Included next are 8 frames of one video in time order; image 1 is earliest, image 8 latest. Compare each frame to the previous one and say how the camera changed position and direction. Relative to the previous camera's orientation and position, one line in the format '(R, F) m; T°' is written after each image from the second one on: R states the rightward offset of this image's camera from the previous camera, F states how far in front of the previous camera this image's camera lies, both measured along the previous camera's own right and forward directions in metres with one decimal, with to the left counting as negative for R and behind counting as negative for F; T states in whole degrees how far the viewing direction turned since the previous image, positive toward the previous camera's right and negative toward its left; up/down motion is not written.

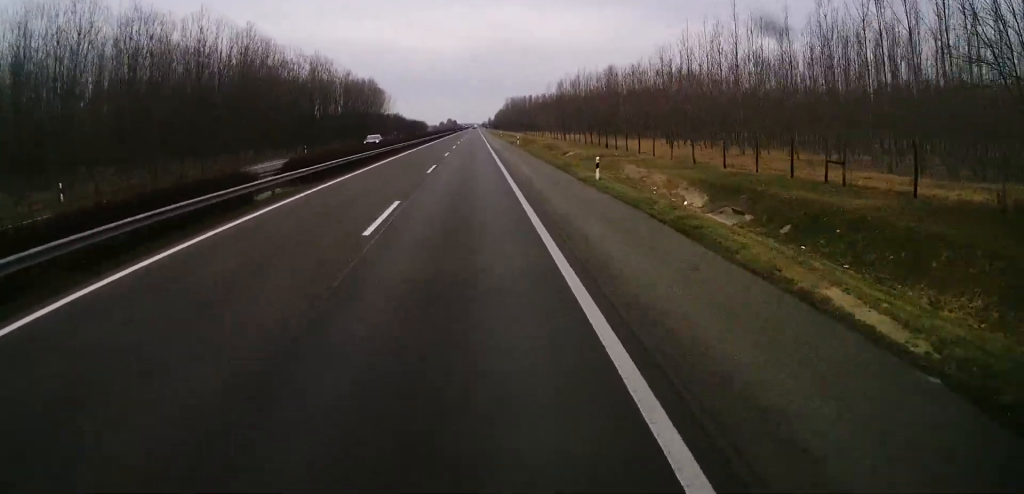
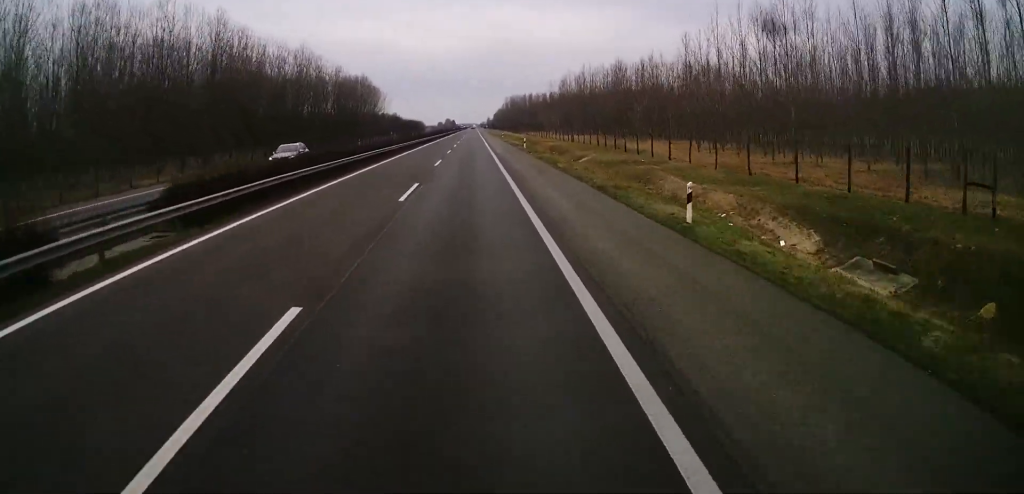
(0.0, +11.6) m; 0°
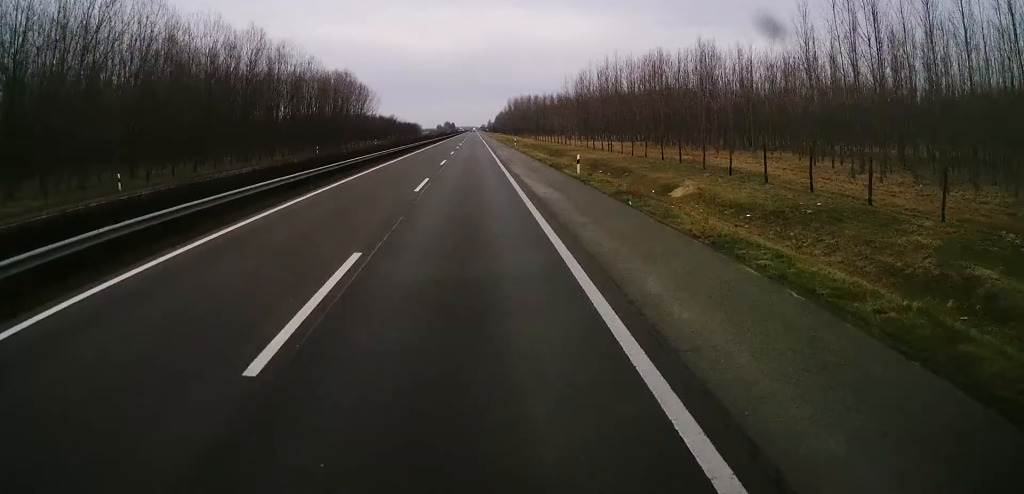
(-0.3, +32.2) m; 0°
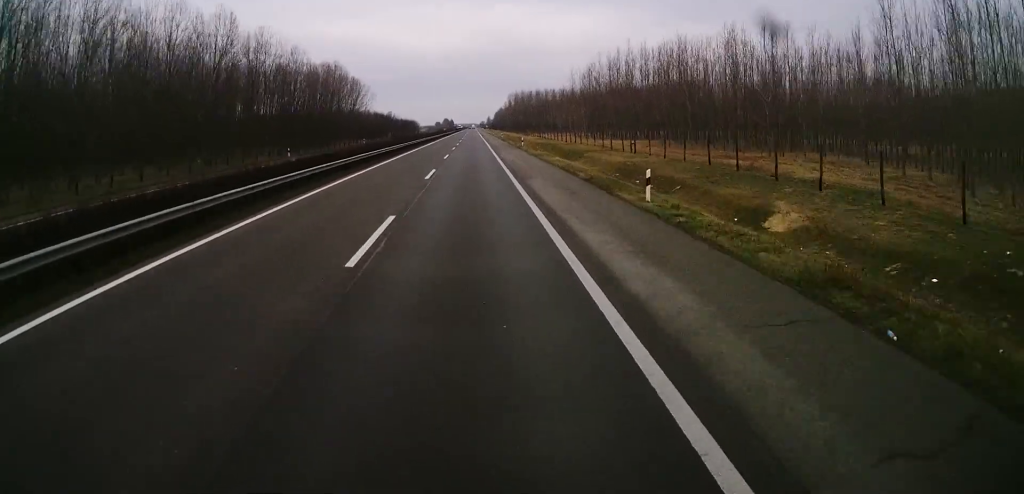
(+0.3, +13.0) m; 0°
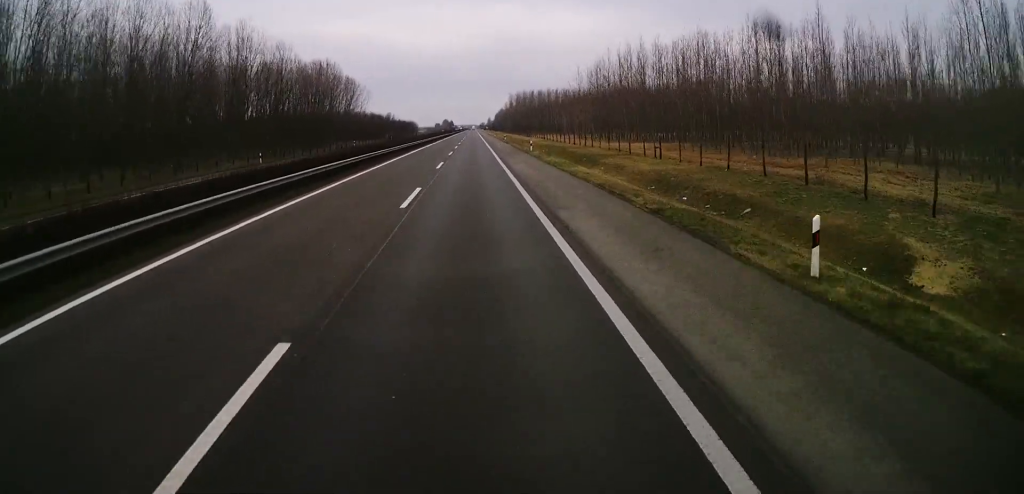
(+0.2, +9.9) m; 0°
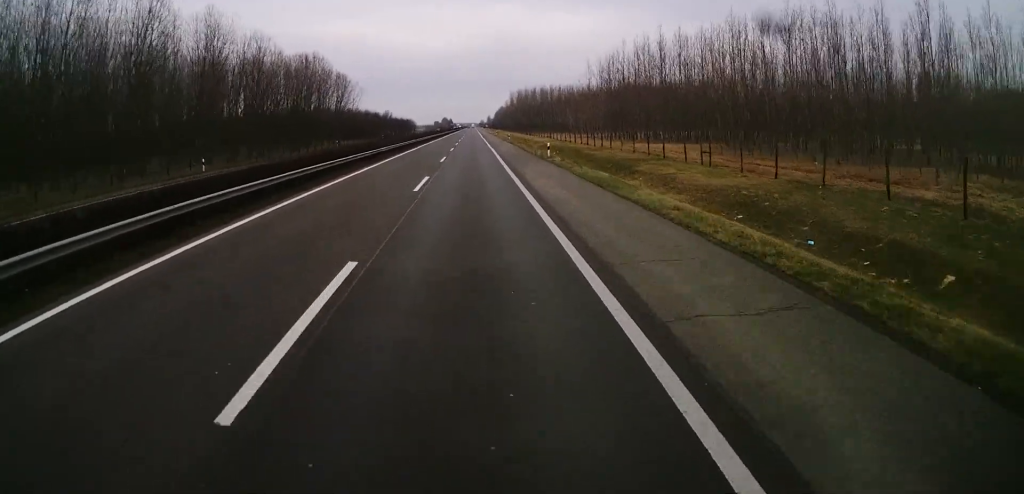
(-0.1, +13.7) m; -1°
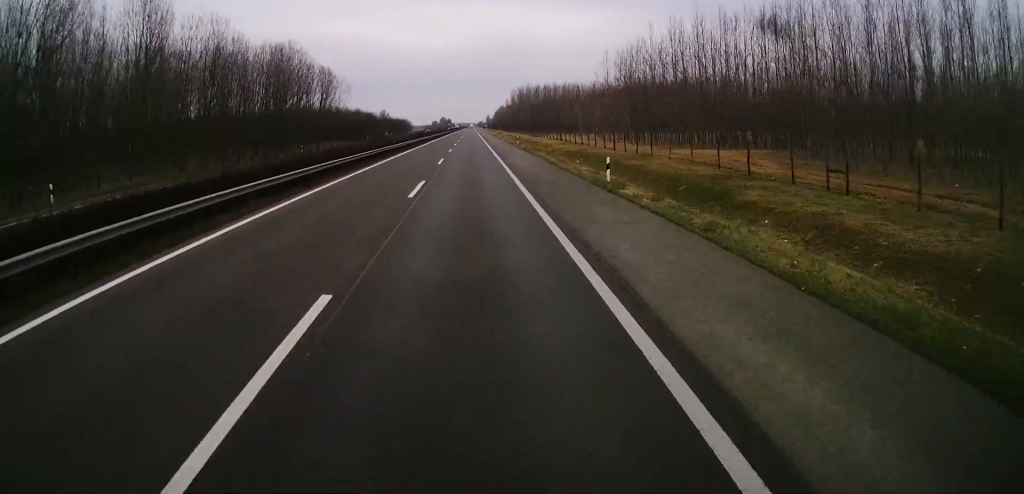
(-0.2, +19.8) m; 0°
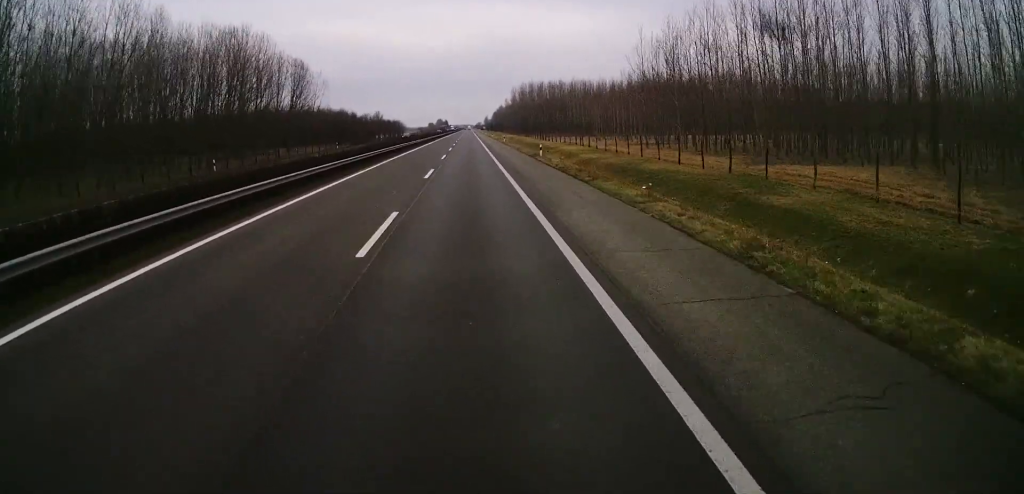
(+0.4, +26.8) m; +1°
